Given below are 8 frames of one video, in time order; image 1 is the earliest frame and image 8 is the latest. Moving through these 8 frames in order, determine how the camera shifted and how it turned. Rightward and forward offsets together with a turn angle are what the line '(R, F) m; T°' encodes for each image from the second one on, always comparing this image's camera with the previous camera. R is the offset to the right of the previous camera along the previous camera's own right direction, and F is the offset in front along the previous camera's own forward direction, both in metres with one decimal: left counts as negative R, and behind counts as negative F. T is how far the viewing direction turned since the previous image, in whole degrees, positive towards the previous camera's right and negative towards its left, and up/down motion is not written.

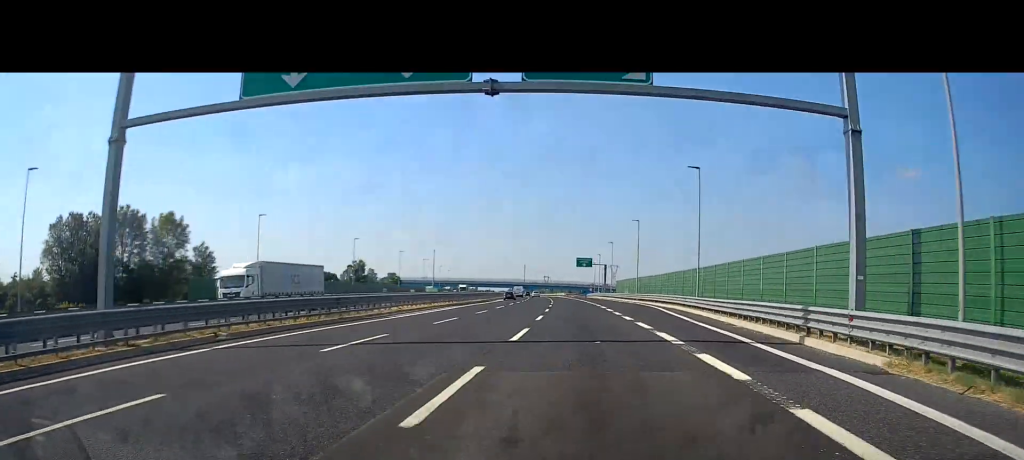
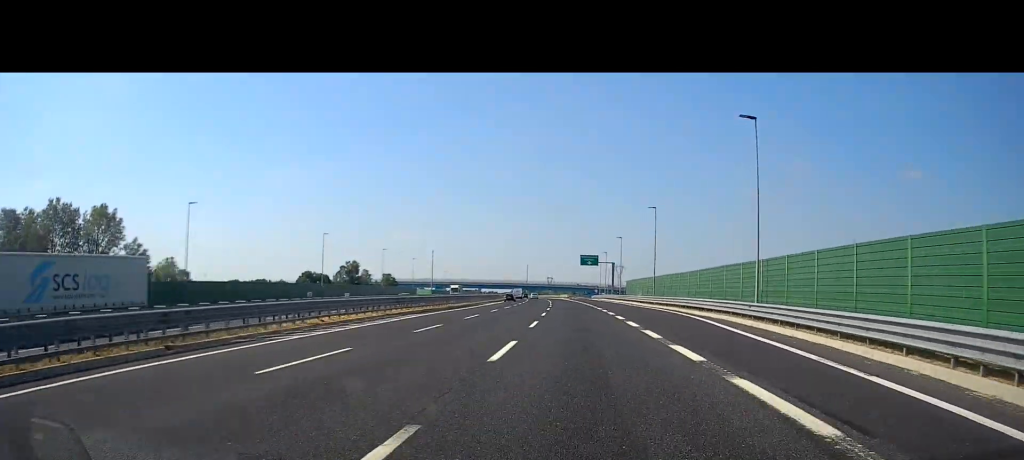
(0.0, +15.1) m; 0°
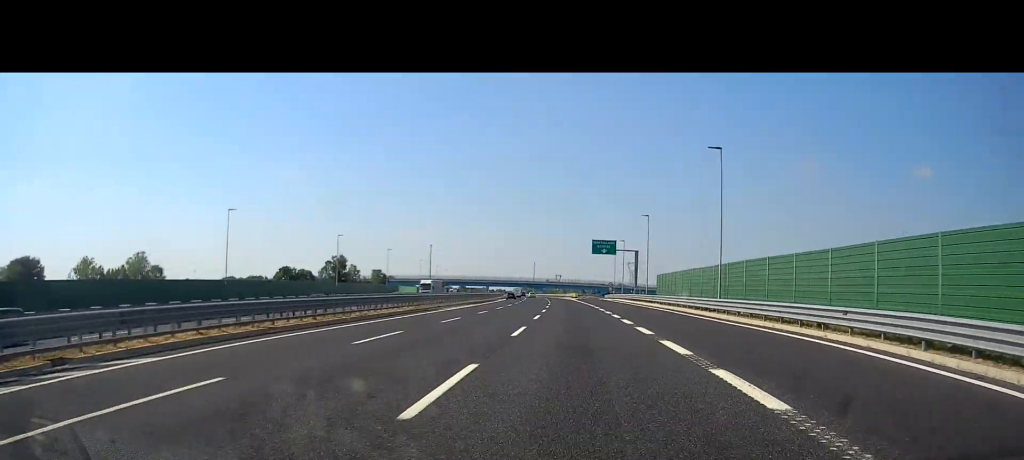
(-0.2, +29.3) m; -1°
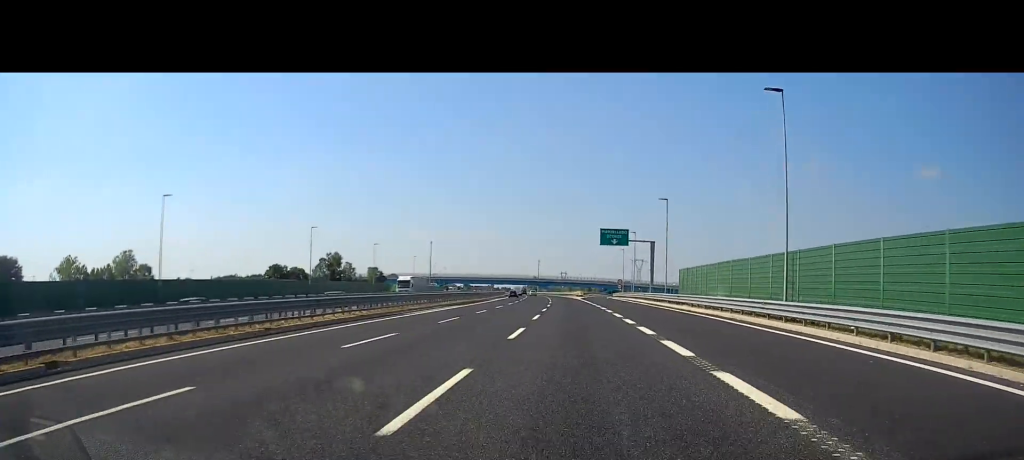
(-0.1, +12.5) m; -1°
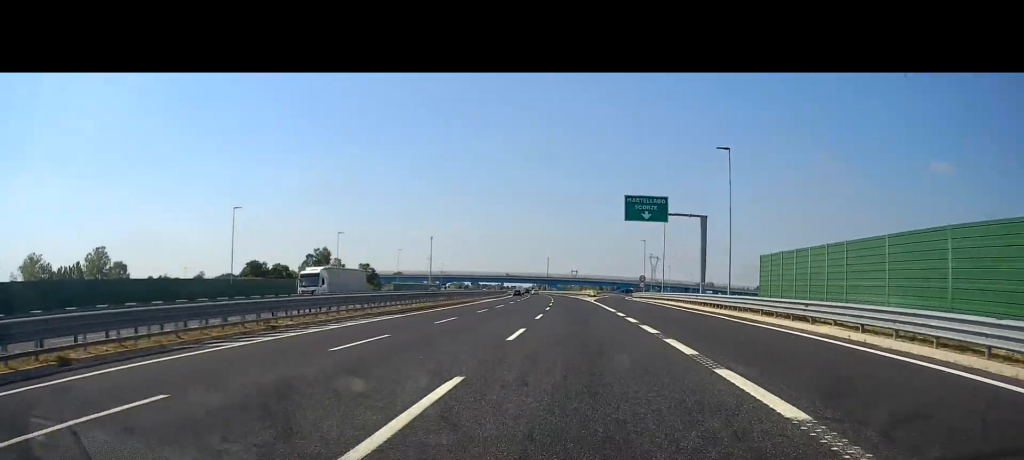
(-0.2, +24.1) m; -1°
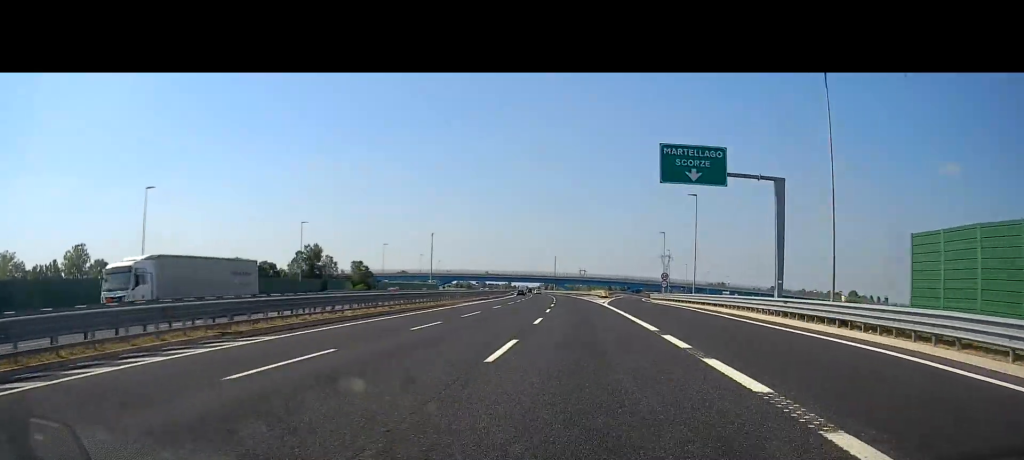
(0.0, +16.1) m; 0°
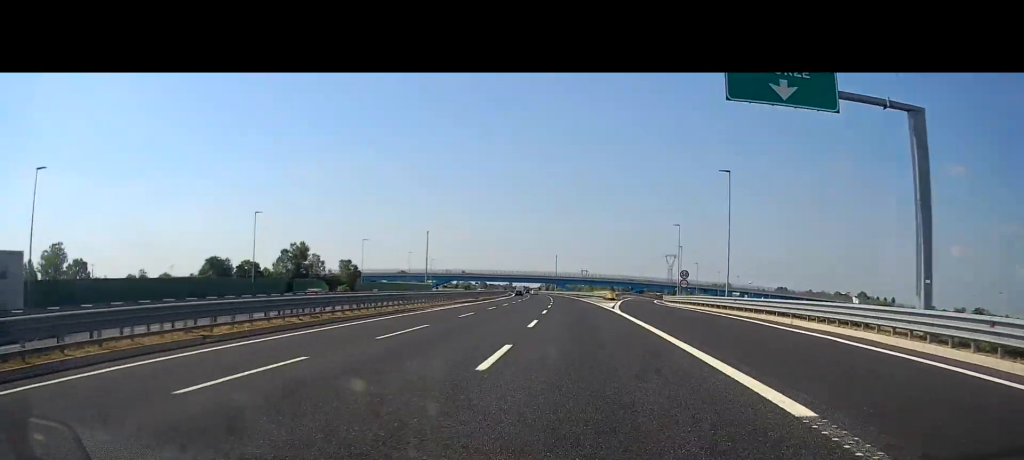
(0.0, +13.4) m; 0°
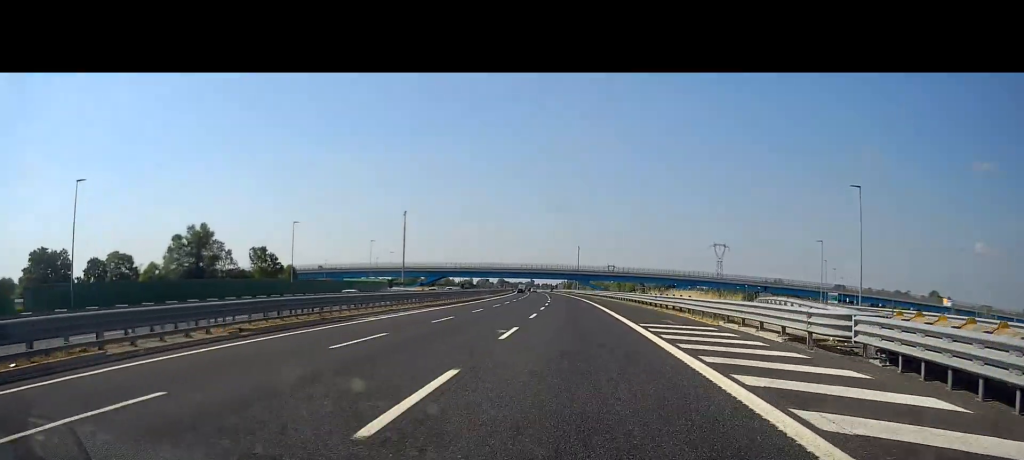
(-1.7, +73.6) m; -3°
